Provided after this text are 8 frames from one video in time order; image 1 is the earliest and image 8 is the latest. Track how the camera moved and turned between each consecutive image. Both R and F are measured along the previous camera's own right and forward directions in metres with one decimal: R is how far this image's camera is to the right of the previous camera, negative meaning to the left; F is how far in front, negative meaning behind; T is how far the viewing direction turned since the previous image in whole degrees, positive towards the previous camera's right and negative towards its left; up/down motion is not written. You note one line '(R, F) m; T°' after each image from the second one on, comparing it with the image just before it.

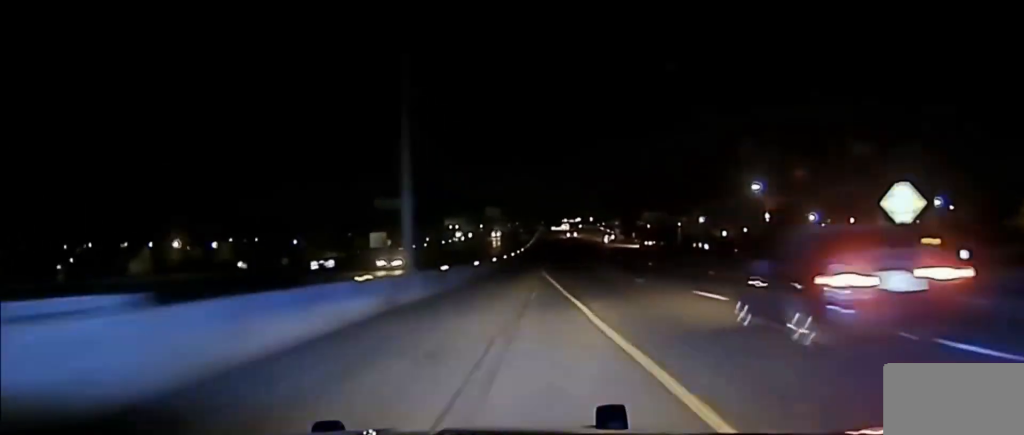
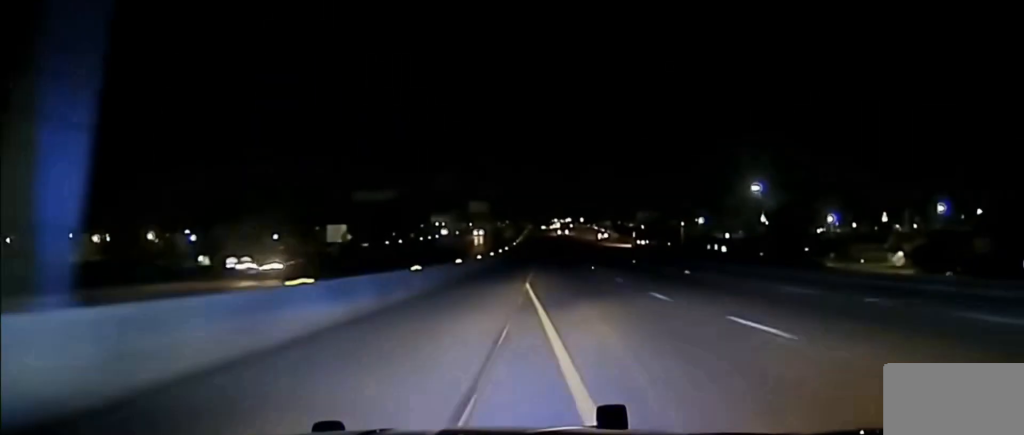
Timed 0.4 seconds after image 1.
(0.0, +19.0) m; 0°
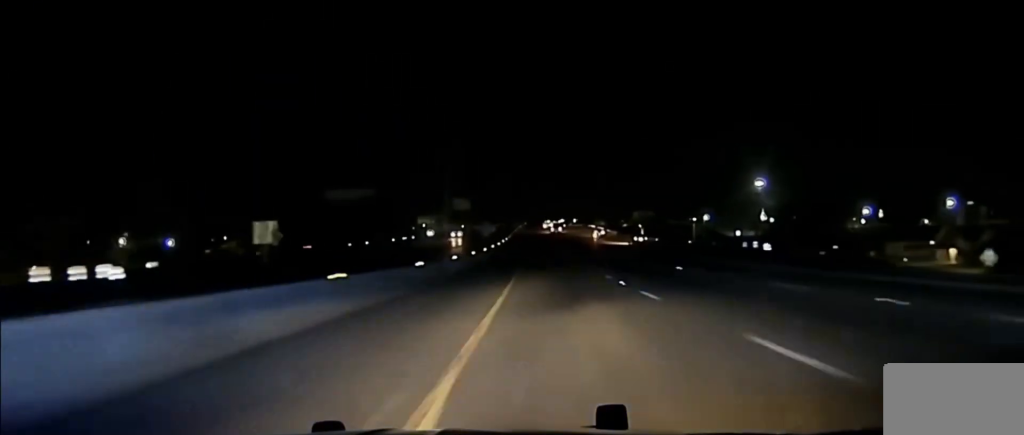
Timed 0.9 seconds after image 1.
(-0.1, +24.1) m; 0°
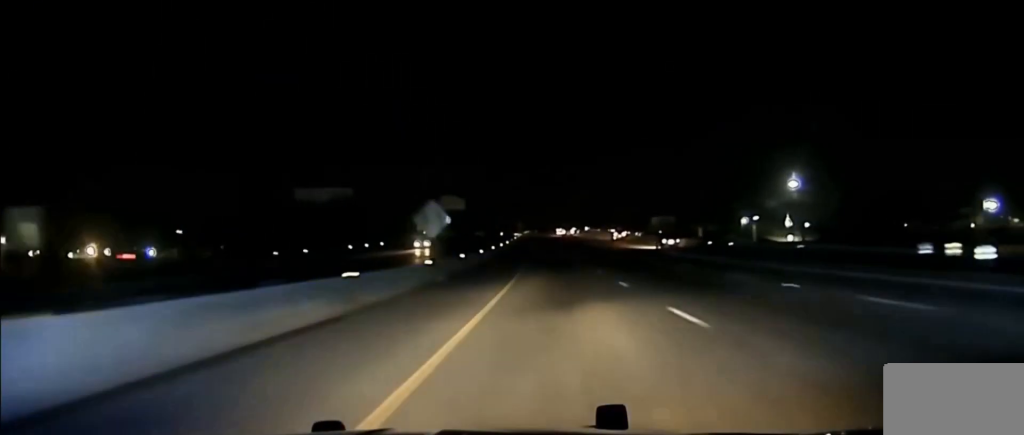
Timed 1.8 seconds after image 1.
(+0.3, +41.9) m; 0°
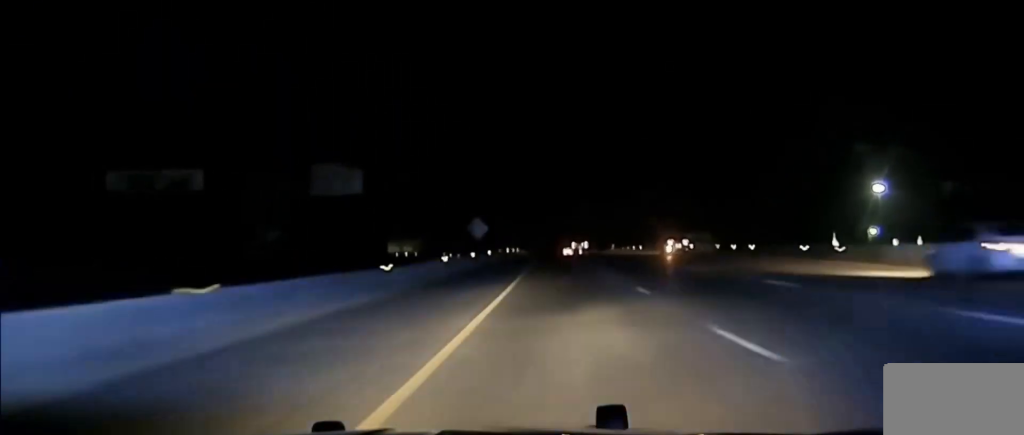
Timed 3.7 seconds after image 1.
(-0.5, +96.9) m; -1°
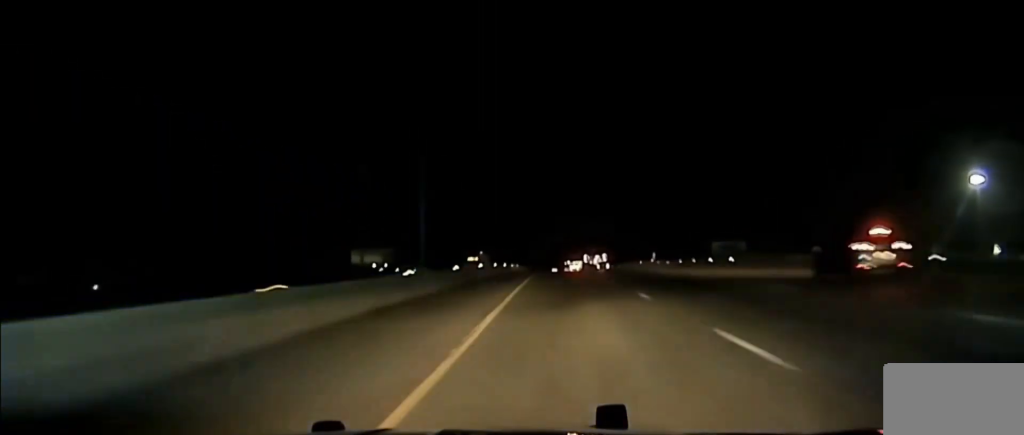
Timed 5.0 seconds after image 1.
(0.0, +74.8) m; 0°
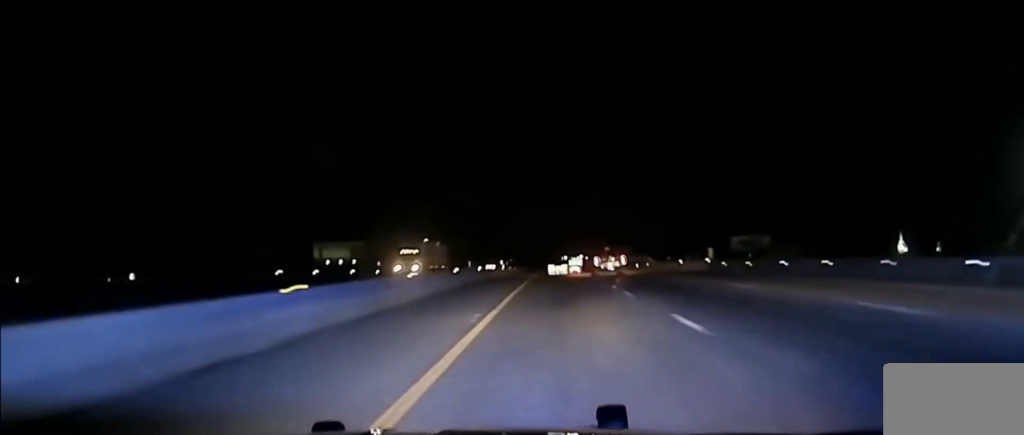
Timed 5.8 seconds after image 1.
(+0.1, +47.3) m; 0°
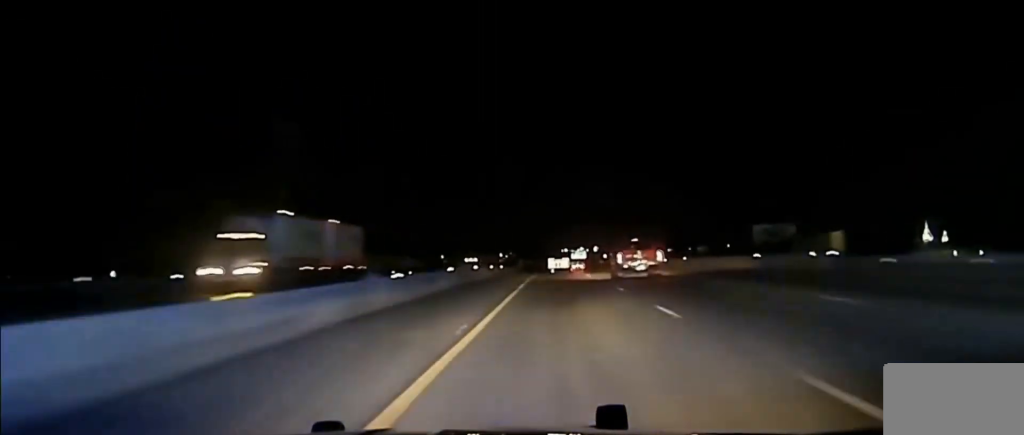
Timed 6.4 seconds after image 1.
(0.0, +34.7) m; 0°
